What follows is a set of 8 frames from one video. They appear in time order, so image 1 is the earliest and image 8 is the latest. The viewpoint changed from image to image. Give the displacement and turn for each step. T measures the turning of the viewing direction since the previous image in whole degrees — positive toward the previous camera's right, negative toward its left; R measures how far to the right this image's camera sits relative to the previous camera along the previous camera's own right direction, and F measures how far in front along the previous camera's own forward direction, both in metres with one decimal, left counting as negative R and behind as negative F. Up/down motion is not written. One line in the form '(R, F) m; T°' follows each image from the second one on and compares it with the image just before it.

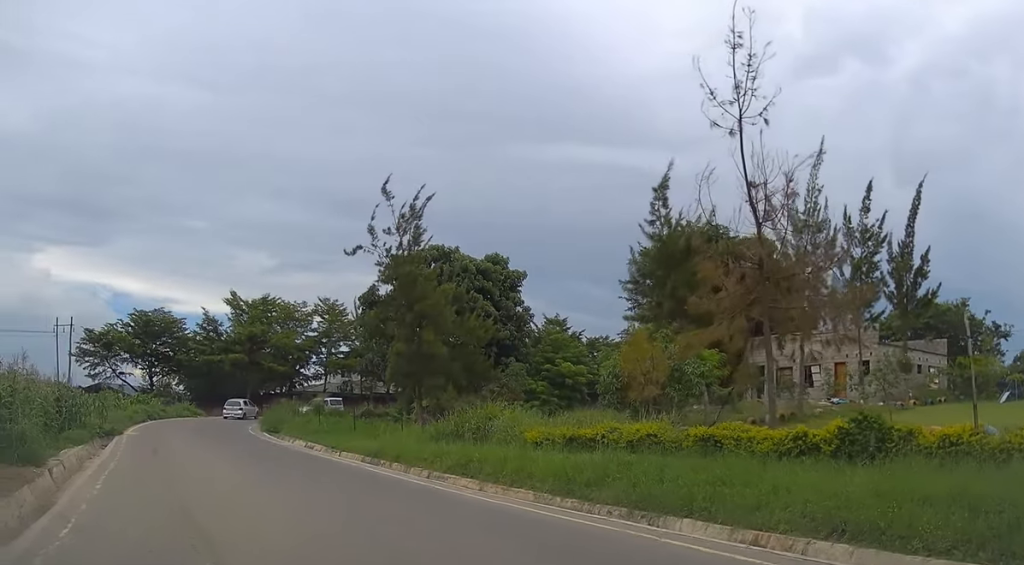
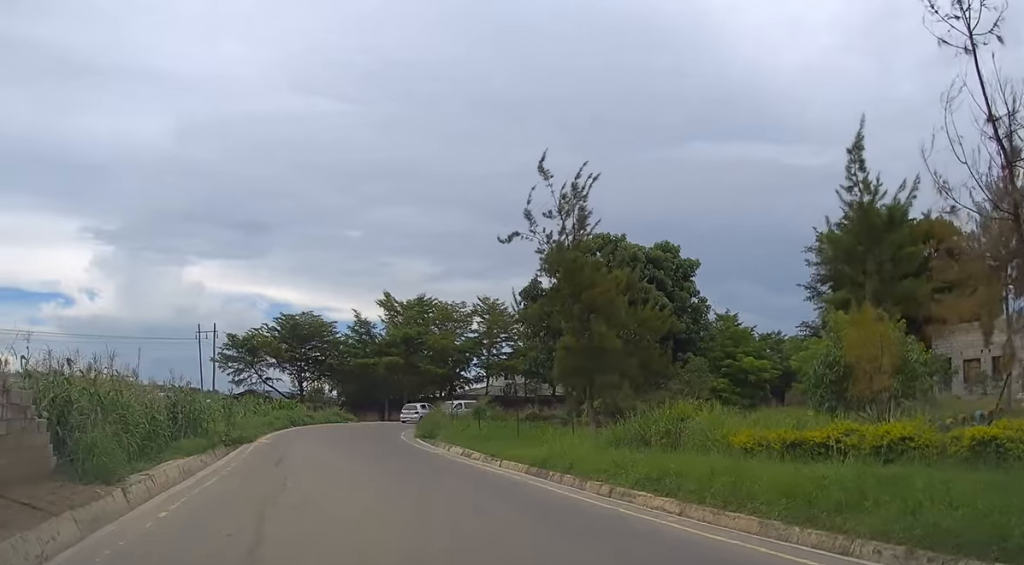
(-0.2, +3.1) m; -11°
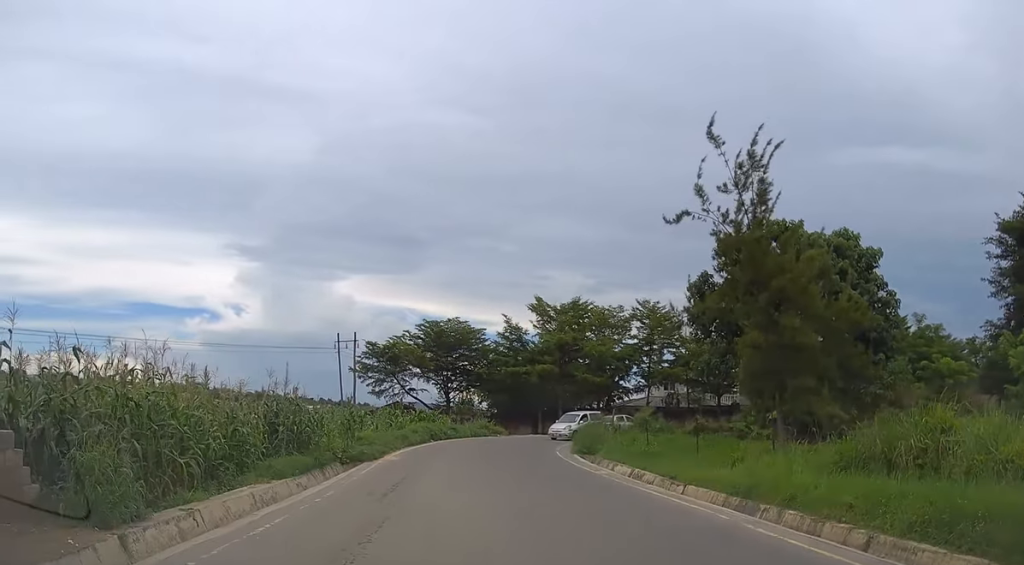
(-0.5, +4.3) m; -11°
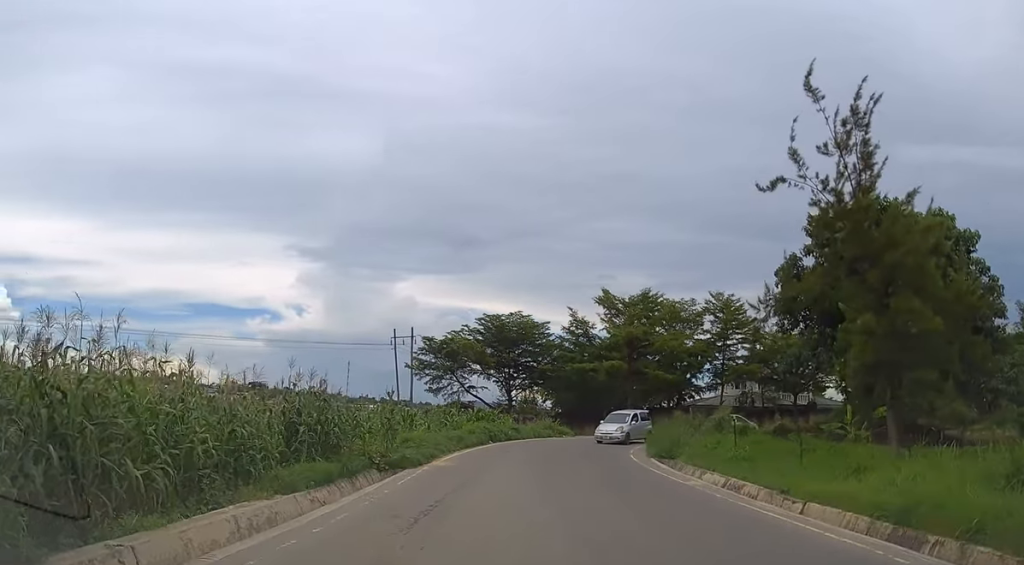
(-0.2, +3.5) m; -3°
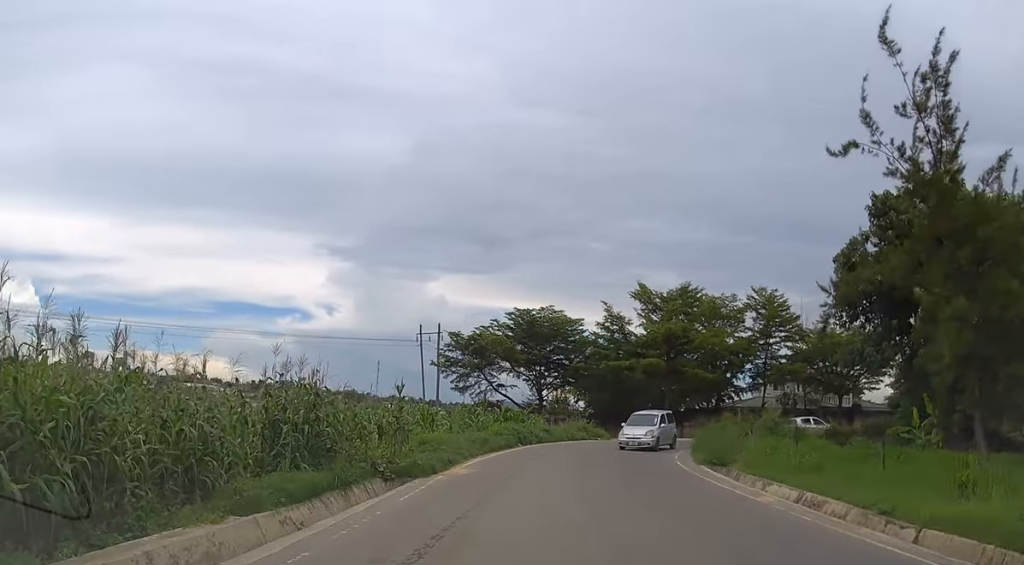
(0.0, +2.9) m; -3°
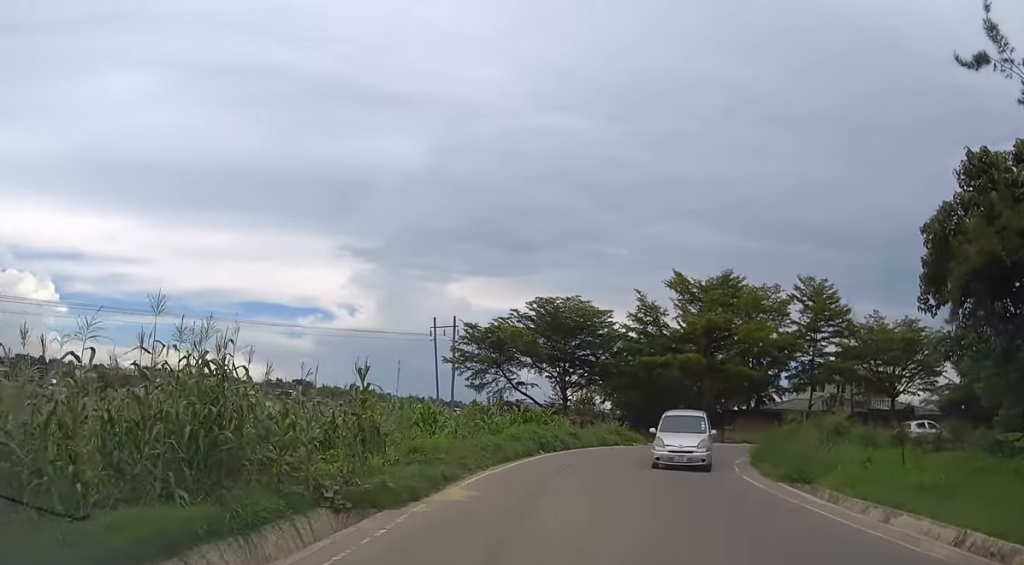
(-0.2, +5.3) m; -1°
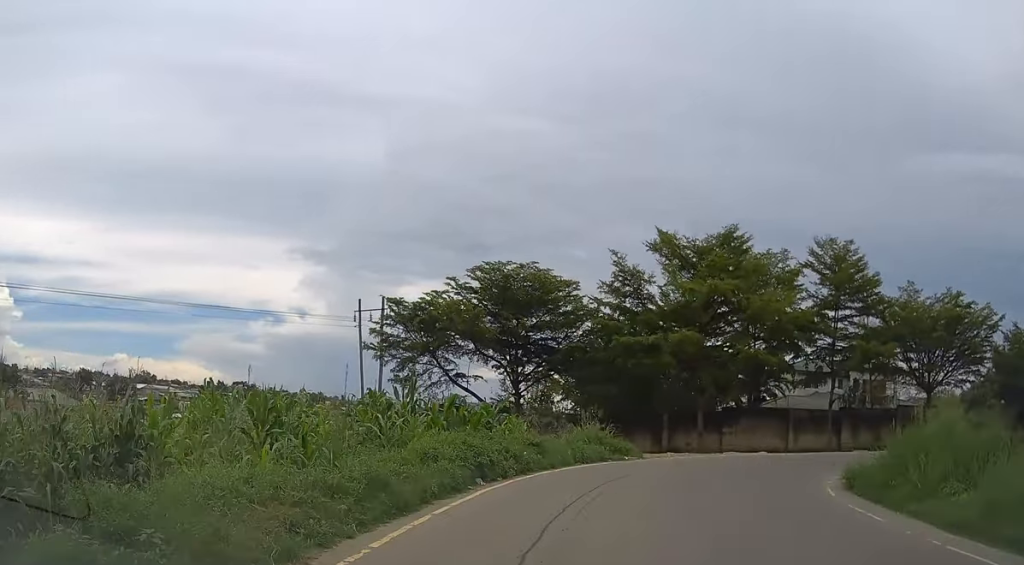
(+0.2, +11.2) m; +4°
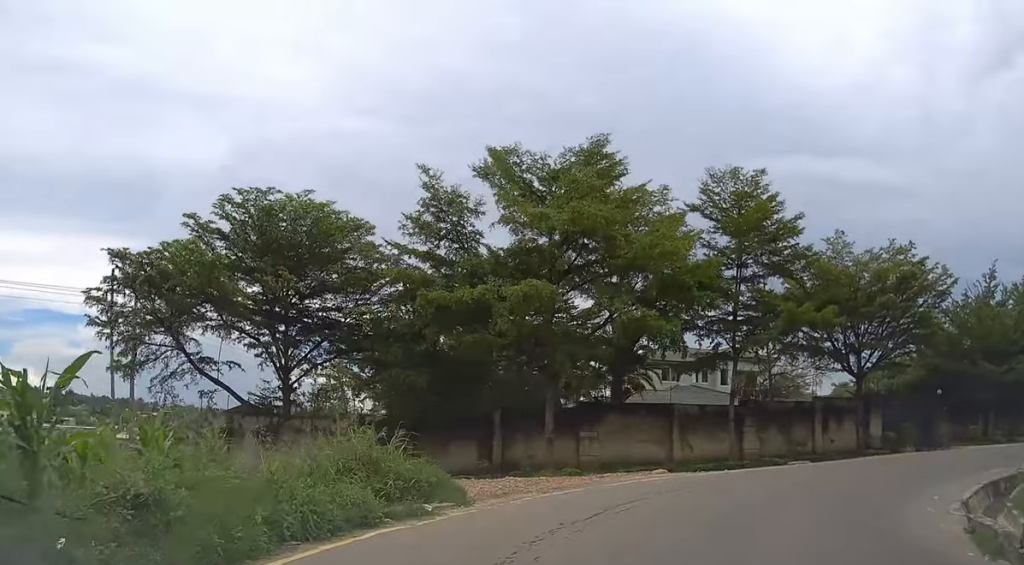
(+0.5, +12.0) m; +14°
